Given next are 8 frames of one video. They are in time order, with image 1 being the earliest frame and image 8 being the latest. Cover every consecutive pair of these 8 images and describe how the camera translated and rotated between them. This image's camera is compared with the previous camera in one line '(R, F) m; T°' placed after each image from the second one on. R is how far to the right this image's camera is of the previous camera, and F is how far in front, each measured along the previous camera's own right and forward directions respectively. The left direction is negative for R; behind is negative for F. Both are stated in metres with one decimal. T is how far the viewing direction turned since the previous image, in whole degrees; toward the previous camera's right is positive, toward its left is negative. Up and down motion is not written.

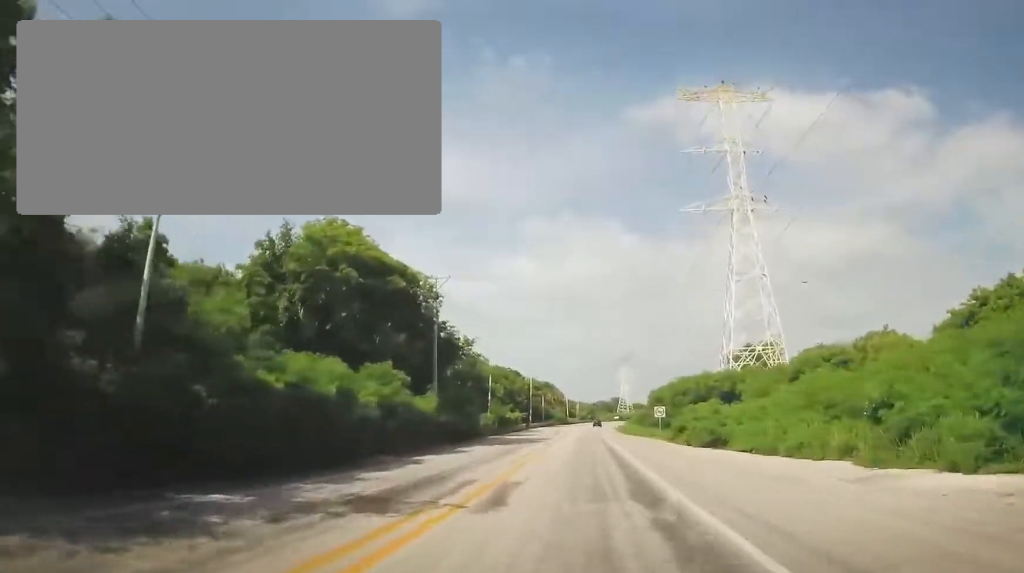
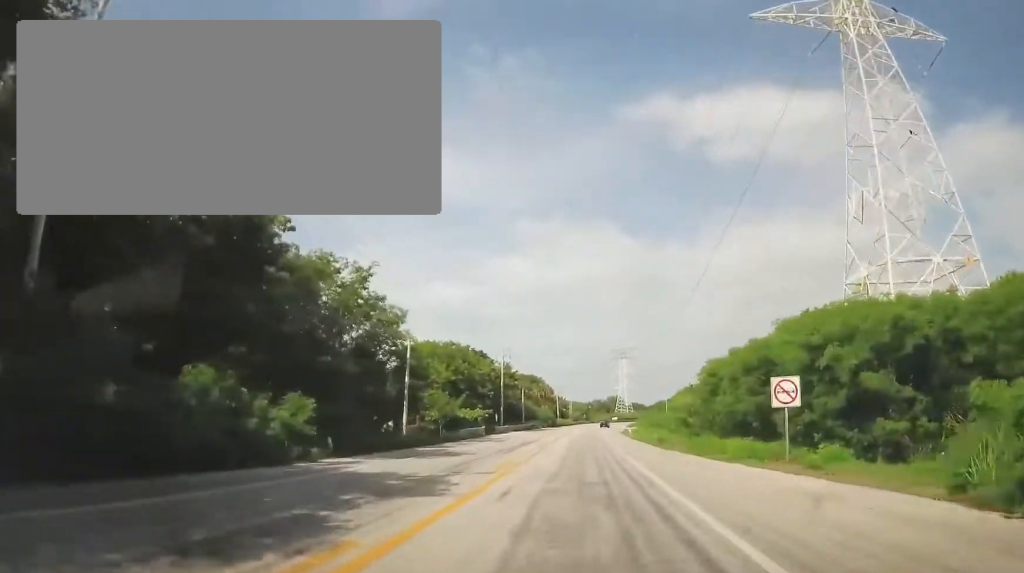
(-0.6, +32.9) m; -1°
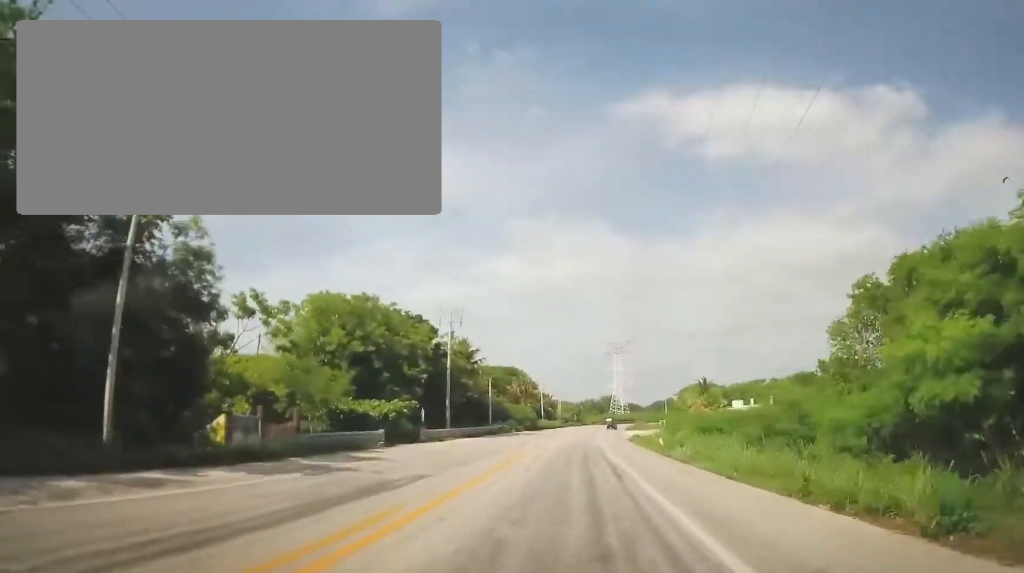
(+0.1, +27.0) m; +2°
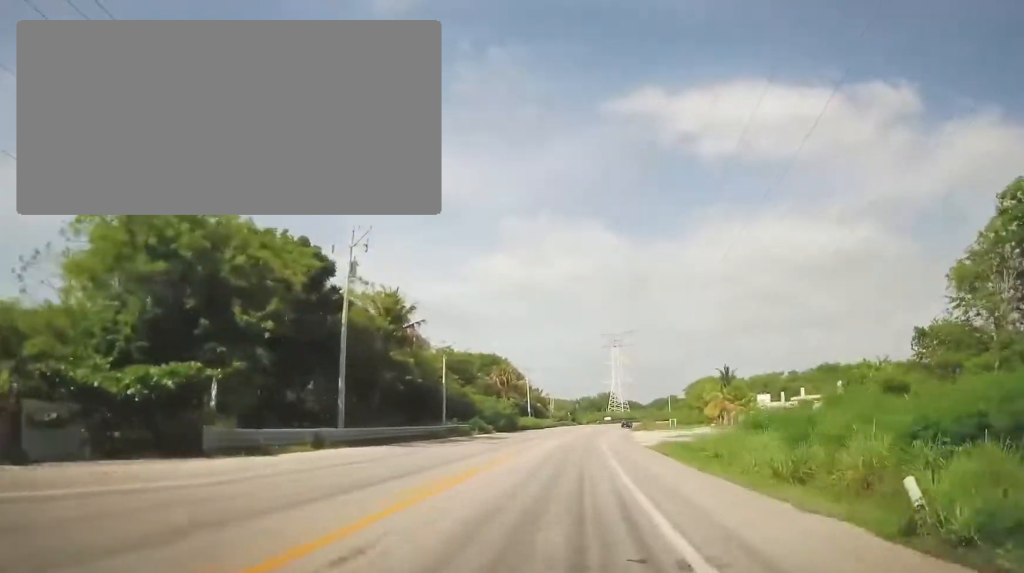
(+0.5, +22.3) m; +2°
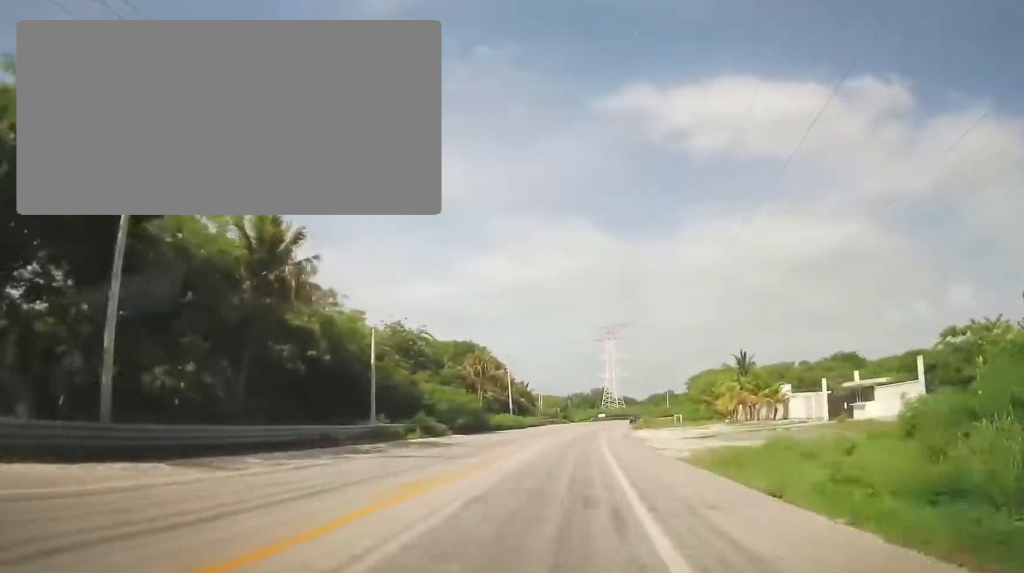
(+0.2, +15.6) m; +1°
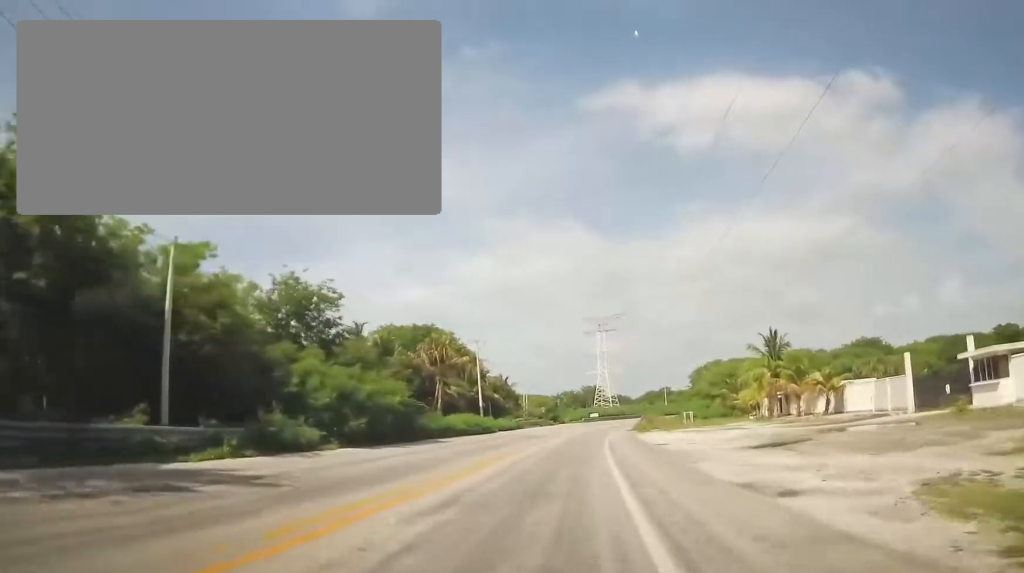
(+0.3, +18.0) m; 0°
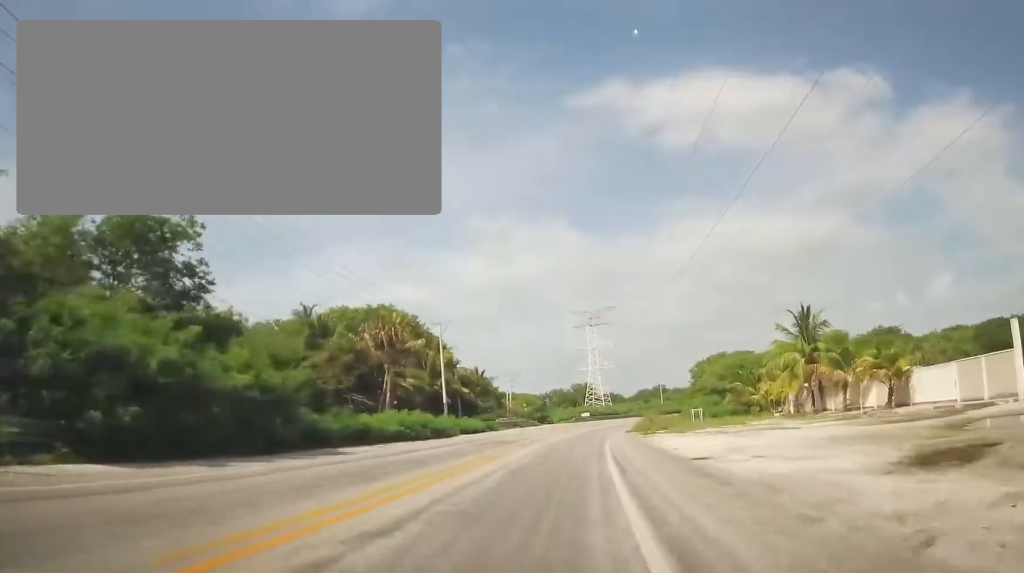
(0.0, +13.3) m; 0°
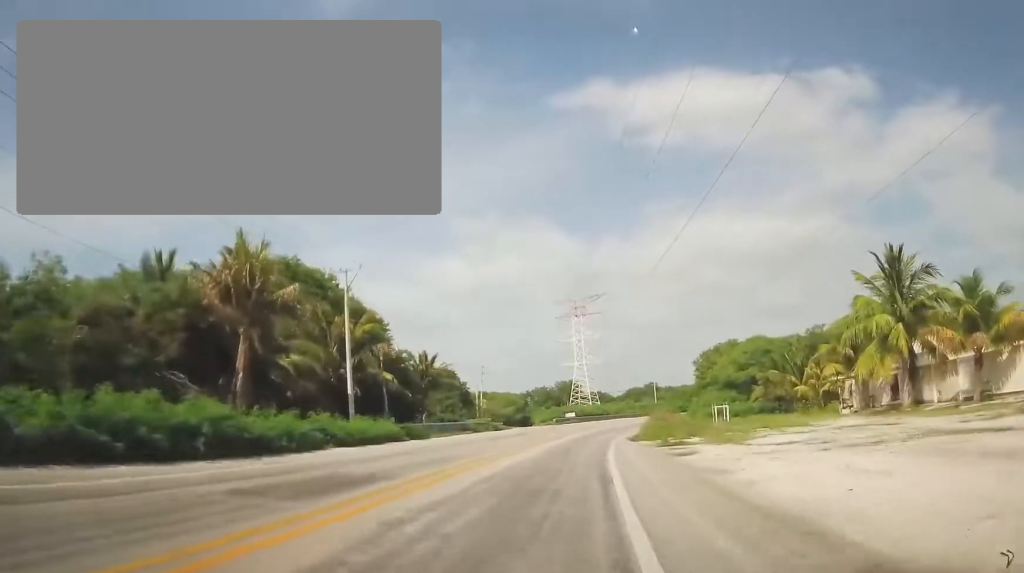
(0.0, +19.9) m; +1°
